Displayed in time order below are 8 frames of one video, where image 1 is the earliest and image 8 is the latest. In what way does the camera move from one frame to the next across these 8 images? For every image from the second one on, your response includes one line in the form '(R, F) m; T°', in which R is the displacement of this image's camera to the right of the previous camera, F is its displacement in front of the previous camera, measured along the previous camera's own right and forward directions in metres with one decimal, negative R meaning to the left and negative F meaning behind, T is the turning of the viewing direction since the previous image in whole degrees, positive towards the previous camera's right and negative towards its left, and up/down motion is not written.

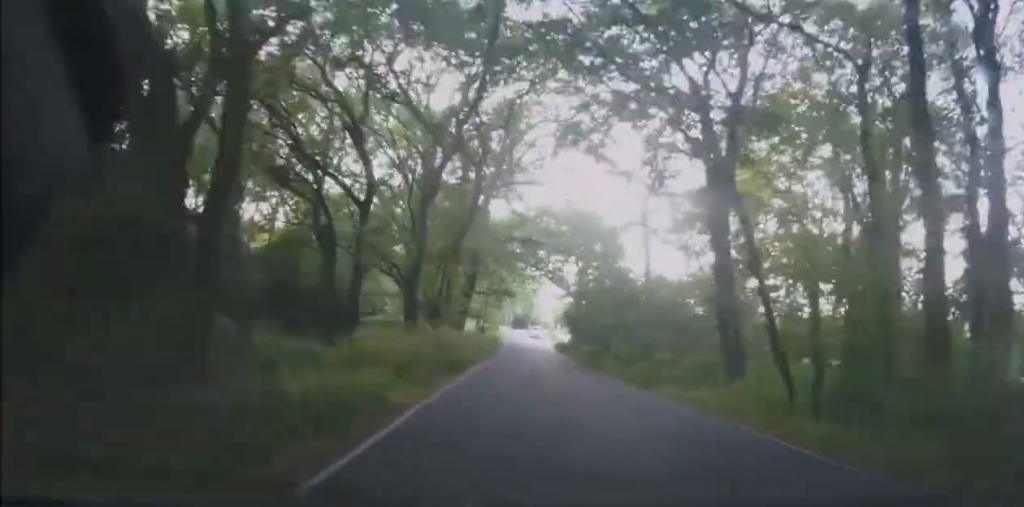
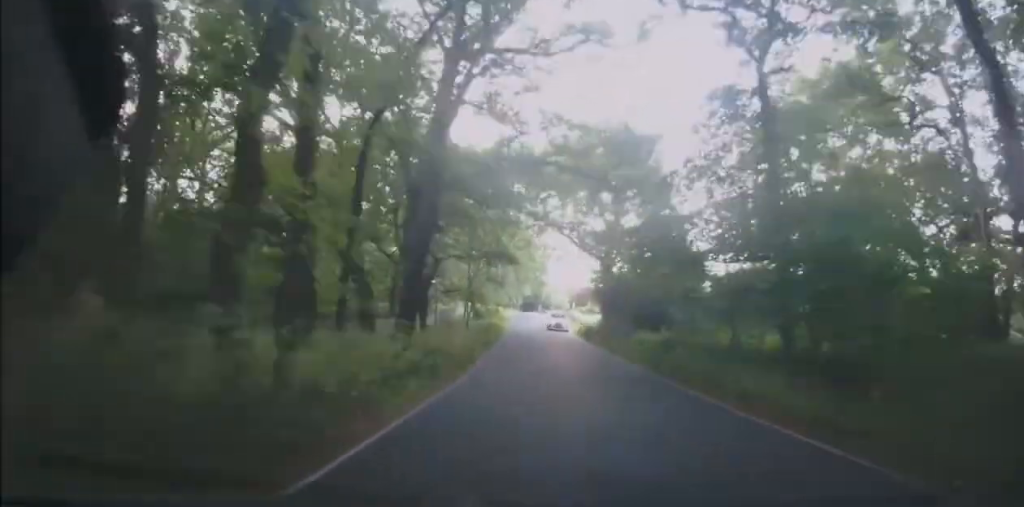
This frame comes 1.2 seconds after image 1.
(0.0, +17.0) m; 0°
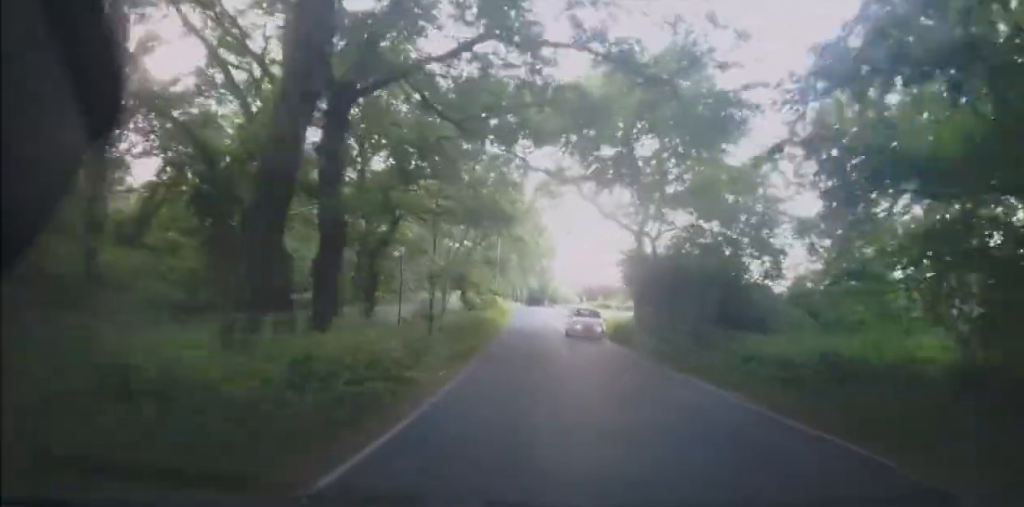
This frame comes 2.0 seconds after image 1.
(0.0, +10.9) m; 0°
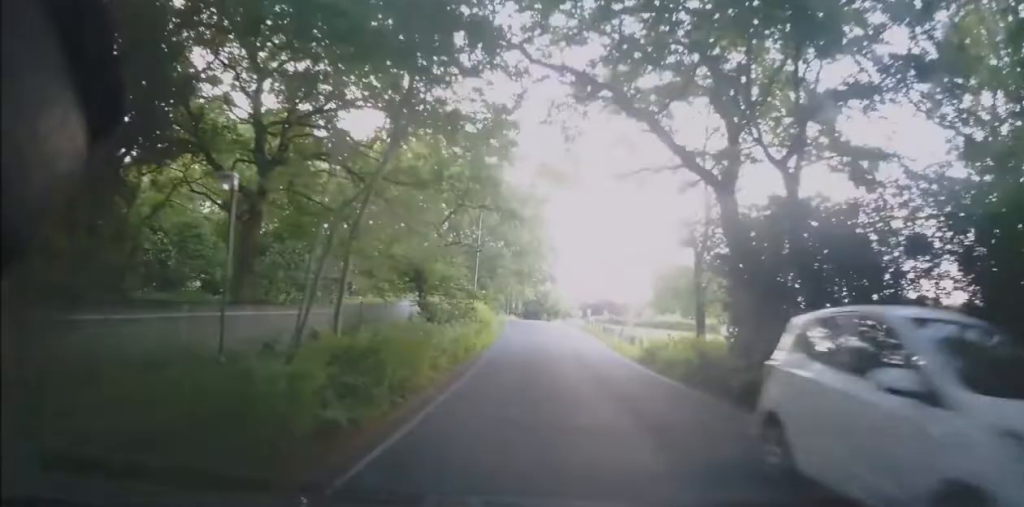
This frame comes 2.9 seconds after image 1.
(0.0, +14.2) m; -2°
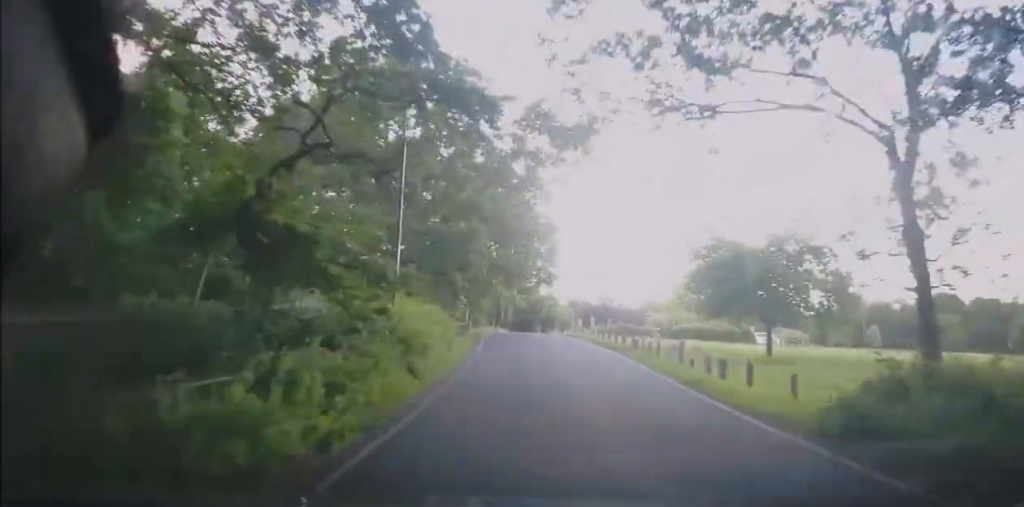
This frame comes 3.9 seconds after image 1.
(-0.4, +14.4) m; -1°
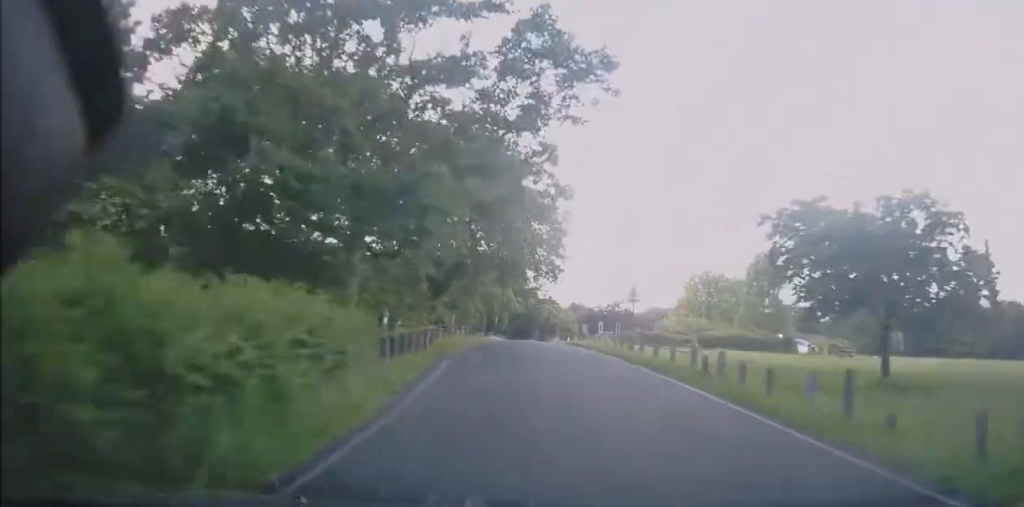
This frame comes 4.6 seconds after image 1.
(0.0, +10.2) m; +1°
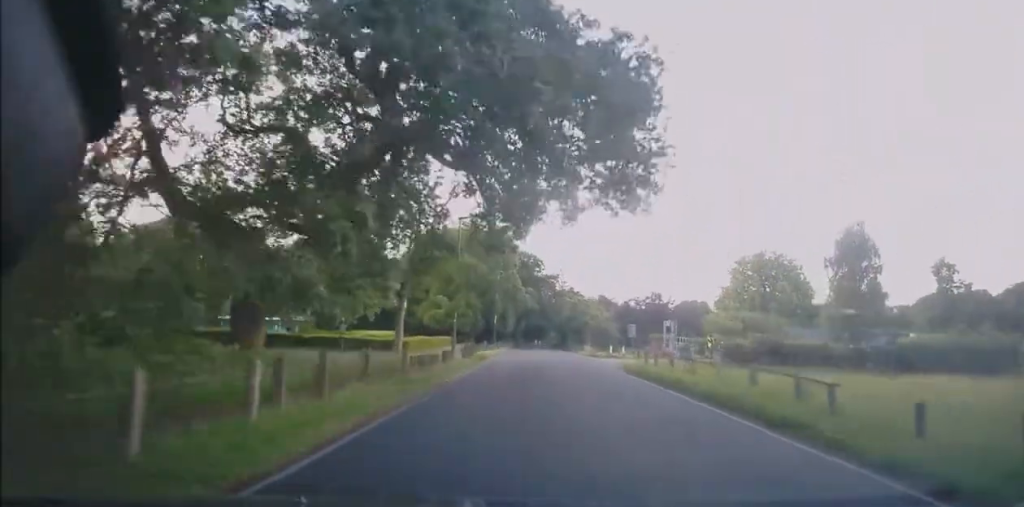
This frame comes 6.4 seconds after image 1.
(+0.2, +26.4) m; +1°
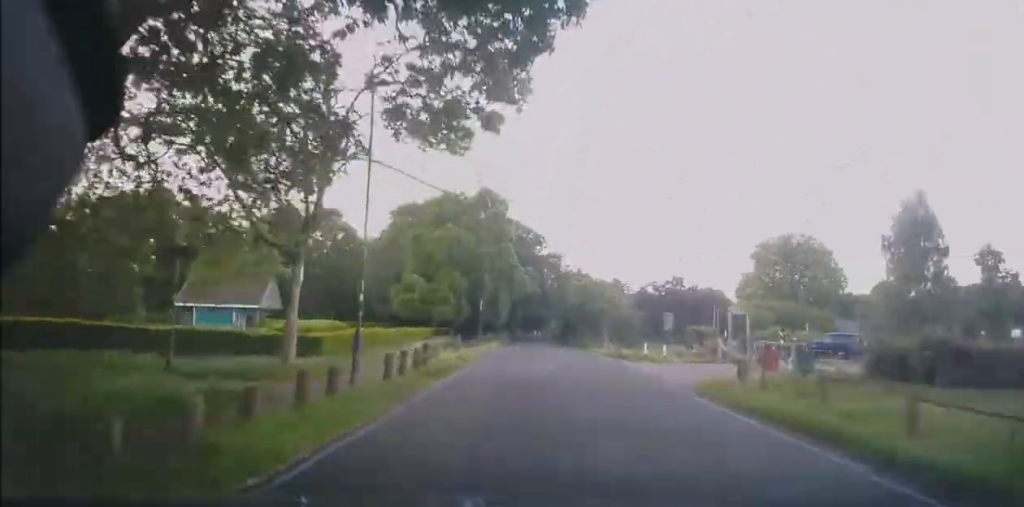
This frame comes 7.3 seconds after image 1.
(0.0, +13.7) m; 0°
